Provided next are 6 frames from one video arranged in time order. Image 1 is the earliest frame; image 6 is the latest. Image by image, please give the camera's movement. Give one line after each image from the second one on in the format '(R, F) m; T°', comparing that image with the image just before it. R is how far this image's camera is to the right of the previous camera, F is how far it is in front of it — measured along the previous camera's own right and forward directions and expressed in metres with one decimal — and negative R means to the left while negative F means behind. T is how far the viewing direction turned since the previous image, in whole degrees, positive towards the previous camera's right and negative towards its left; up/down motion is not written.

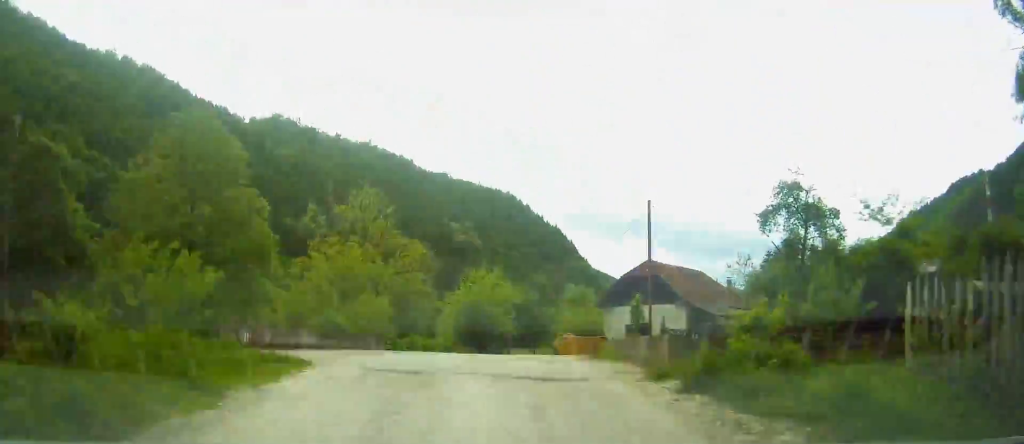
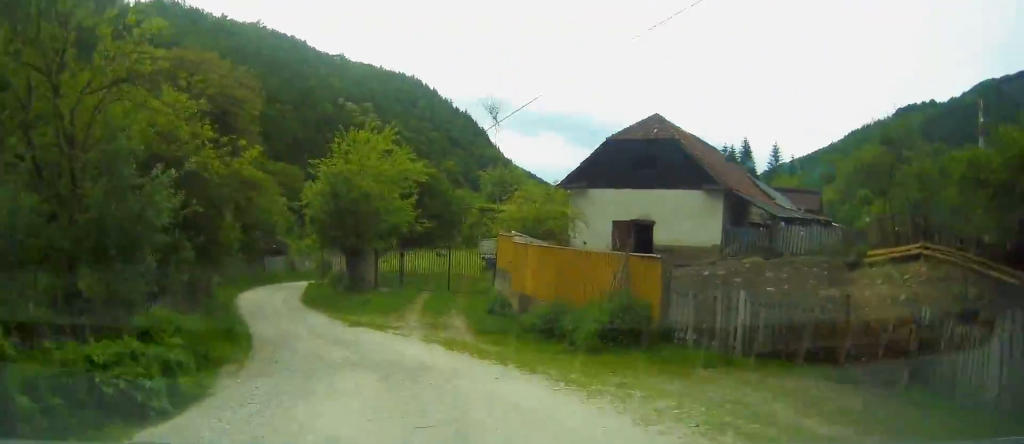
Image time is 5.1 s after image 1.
(-0.1, +30.0) m; -2°
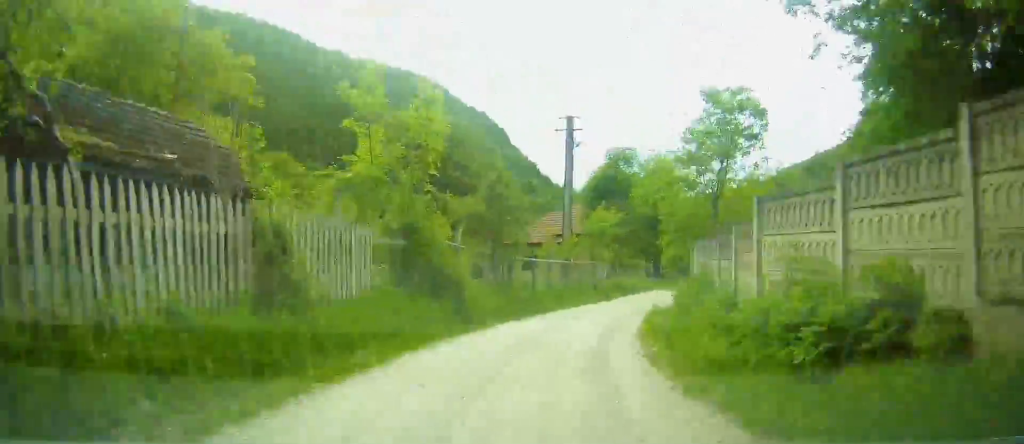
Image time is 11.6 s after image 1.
(+6.5, +43.6) m; +27°
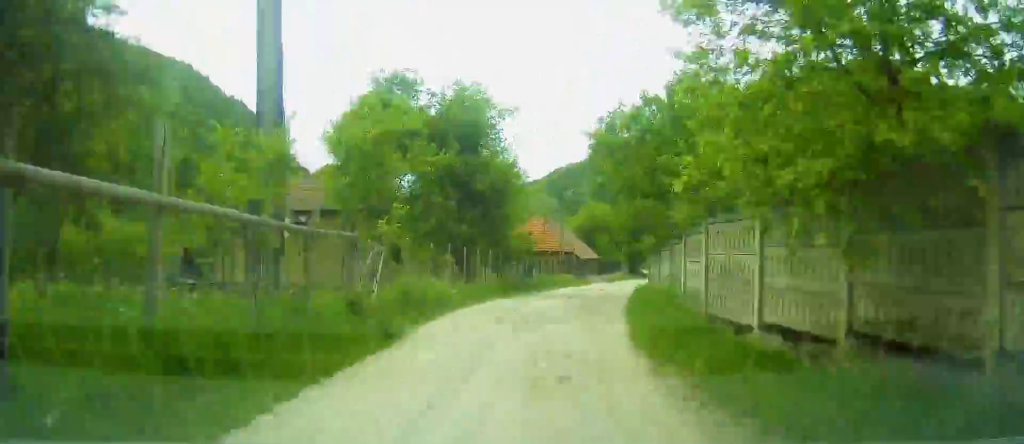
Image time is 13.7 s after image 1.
(+1.9, +16.5) m; +12°
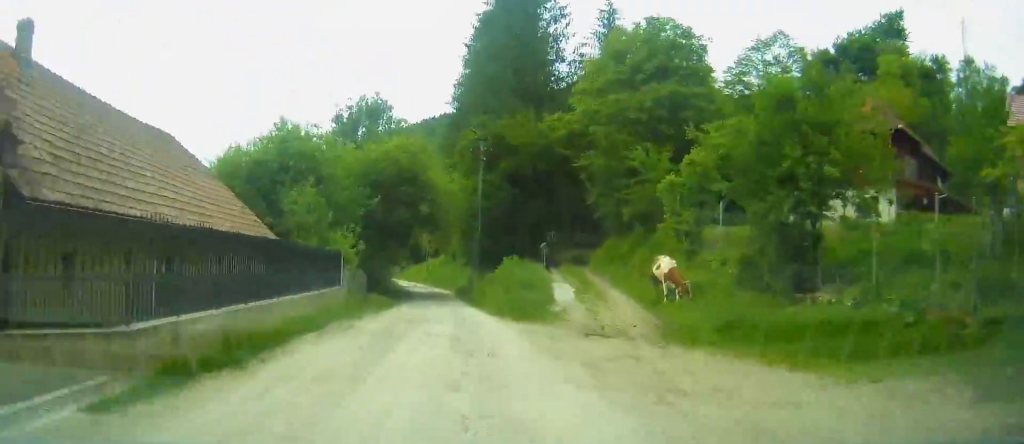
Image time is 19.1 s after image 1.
(+6.3, +40.7) m; +10°
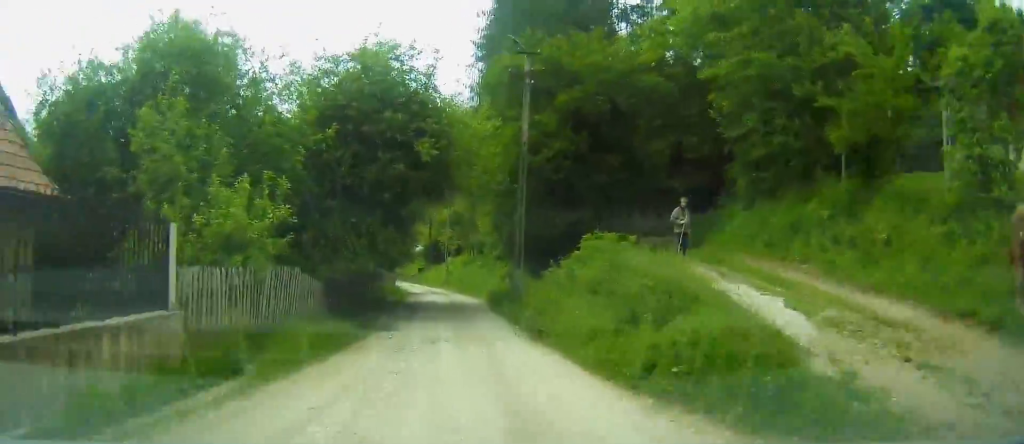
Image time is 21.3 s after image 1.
(+0.4, +17.0) m; 0°
